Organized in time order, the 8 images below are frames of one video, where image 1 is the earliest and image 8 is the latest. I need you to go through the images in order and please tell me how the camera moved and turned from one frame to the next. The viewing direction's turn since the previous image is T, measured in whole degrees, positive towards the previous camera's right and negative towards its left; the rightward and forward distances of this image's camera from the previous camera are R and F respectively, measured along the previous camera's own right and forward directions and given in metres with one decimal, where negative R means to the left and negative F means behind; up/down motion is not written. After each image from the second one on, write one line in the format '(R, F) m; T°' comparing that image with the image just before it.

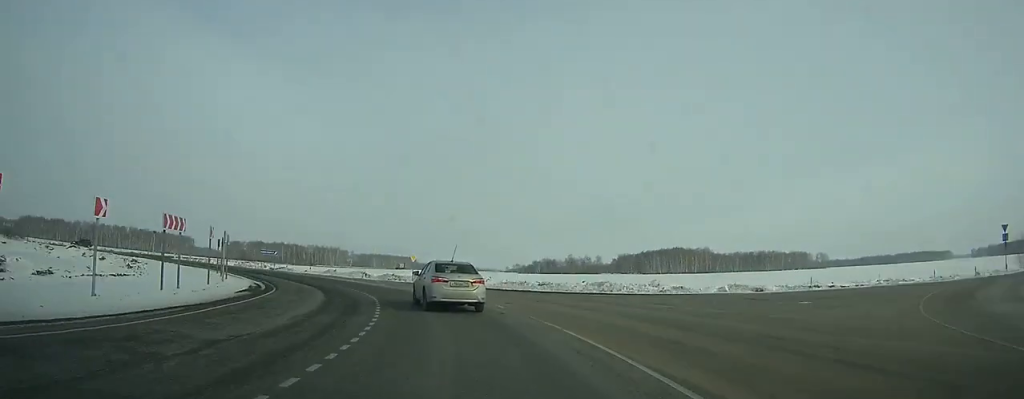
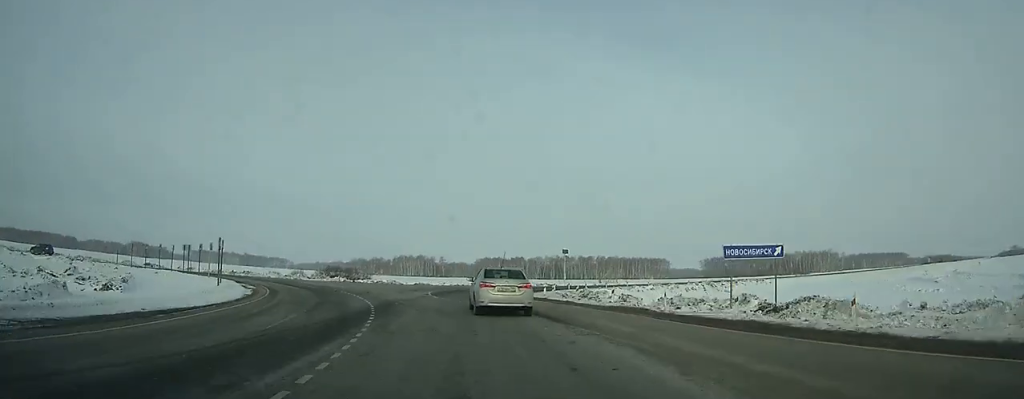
(-18.9, +50.3) m; -32°
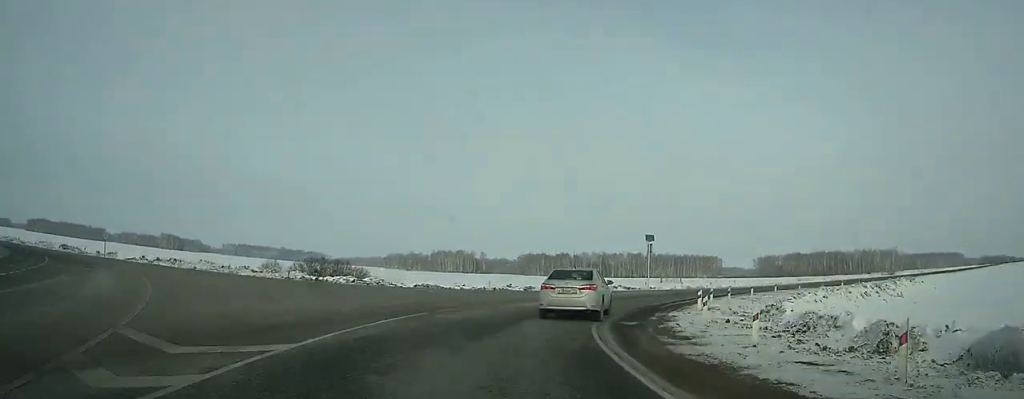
(-3.6, +27.4) m; +2°
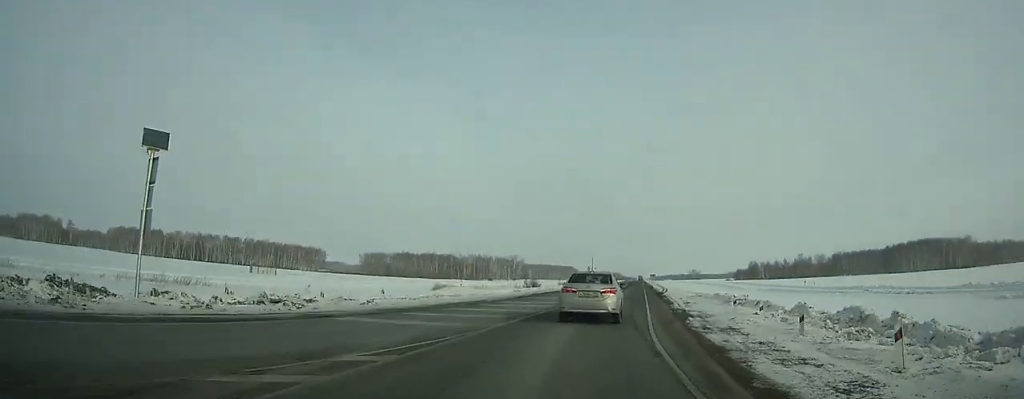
(+10.2, +42.3) m; +26°
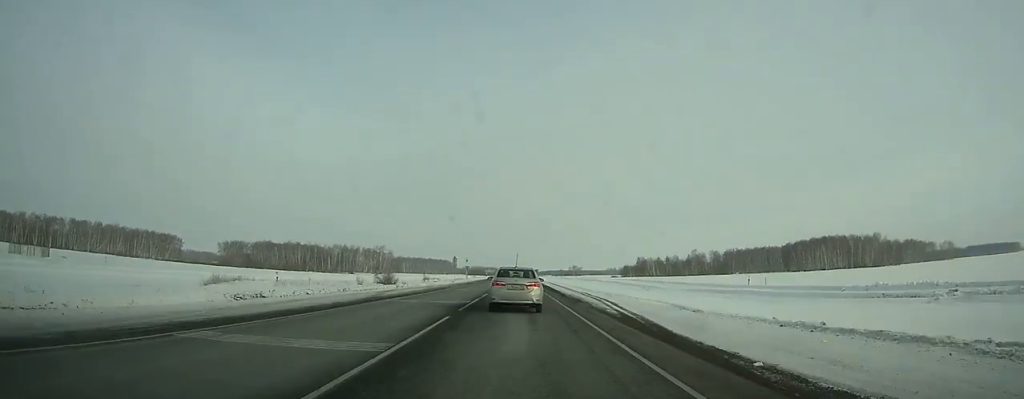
(+7.5, +39.2) m; +12°
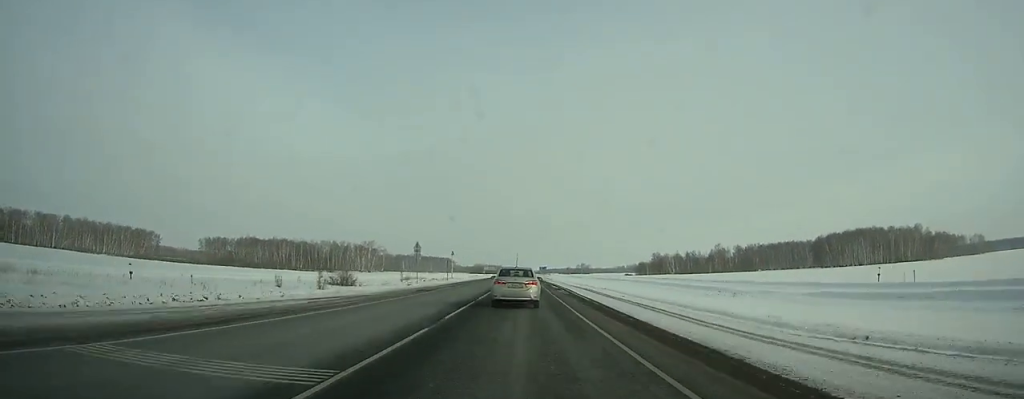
(+0.6, +40.7) m; +1°
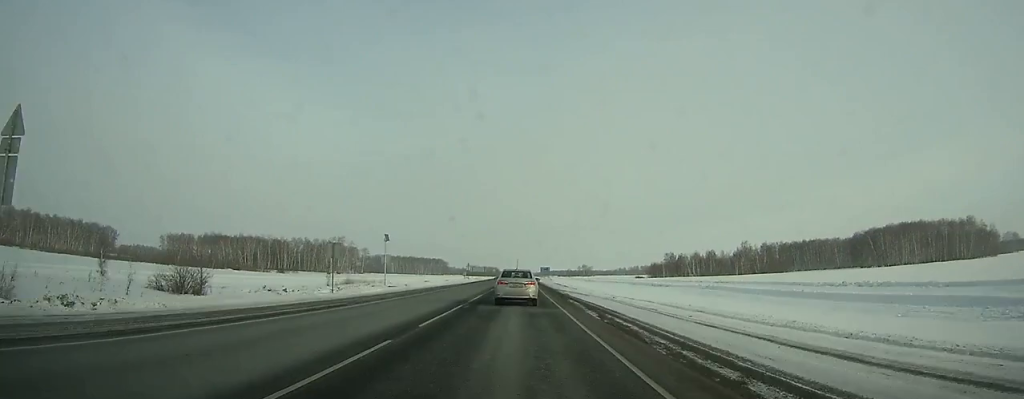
(-0.1, +52.1) m; 0°
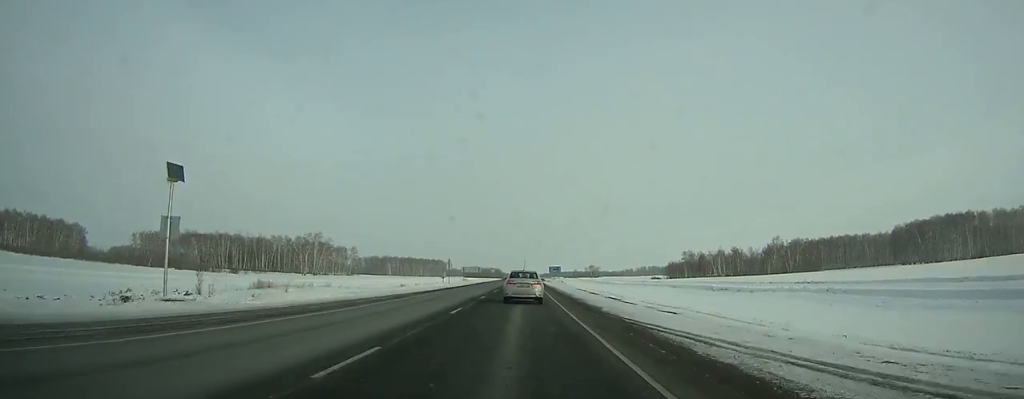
(+0.1, +38.5) m; 0°
